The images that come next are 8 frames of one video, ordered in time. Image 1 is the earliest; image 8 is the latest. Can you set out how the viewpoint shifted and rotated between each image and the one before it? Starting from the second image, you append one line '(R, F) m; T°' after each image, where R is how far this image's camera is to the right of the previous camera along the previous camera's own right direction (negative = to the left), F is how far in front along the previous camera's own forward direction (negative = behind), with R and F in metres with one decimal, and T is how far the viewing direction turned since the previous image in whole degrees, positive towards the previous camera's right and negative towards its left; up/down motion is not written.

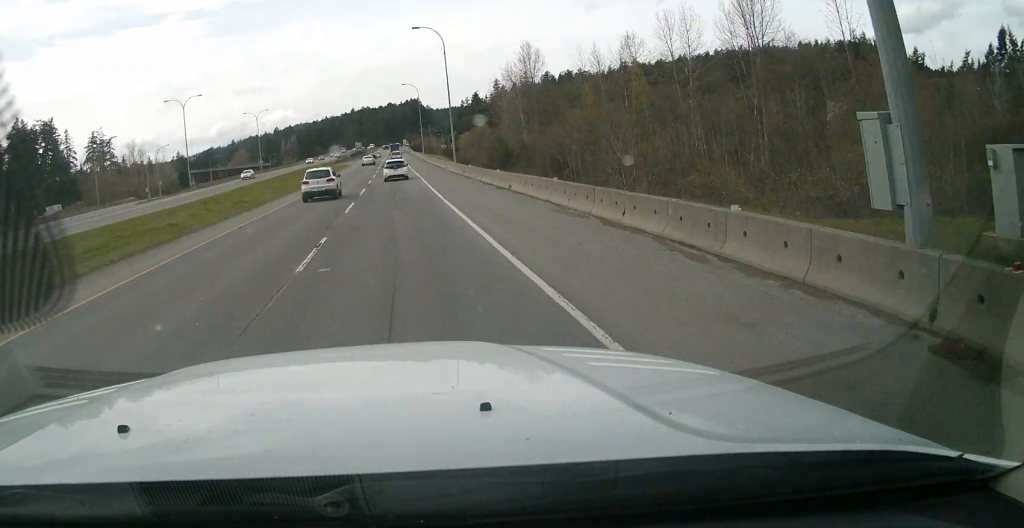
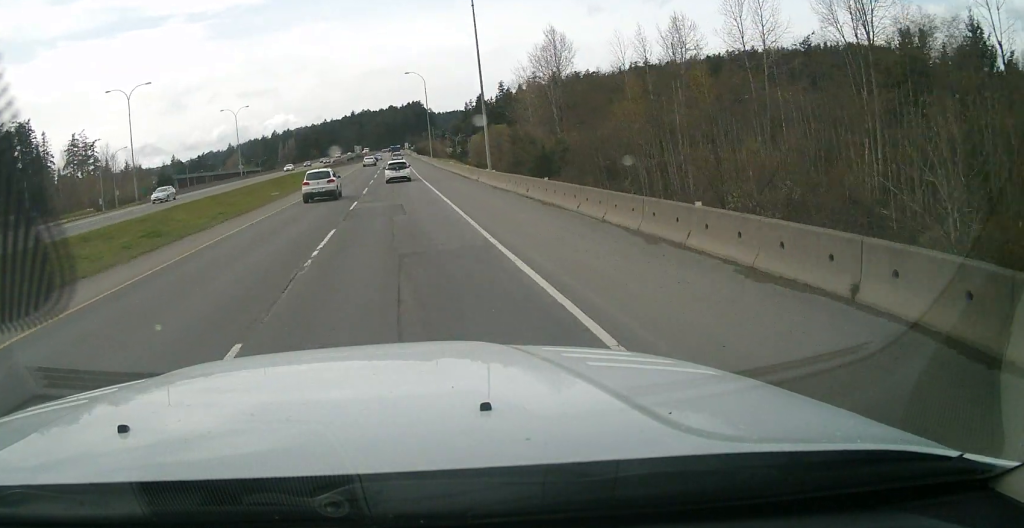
(-0.1, +24.0) m; 0°
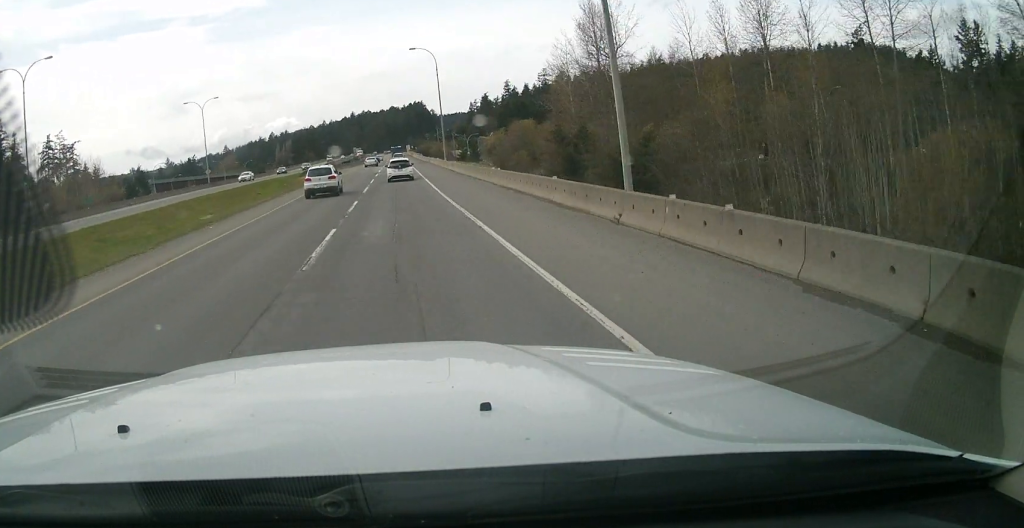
(+0.2, +28.1) m; 0°
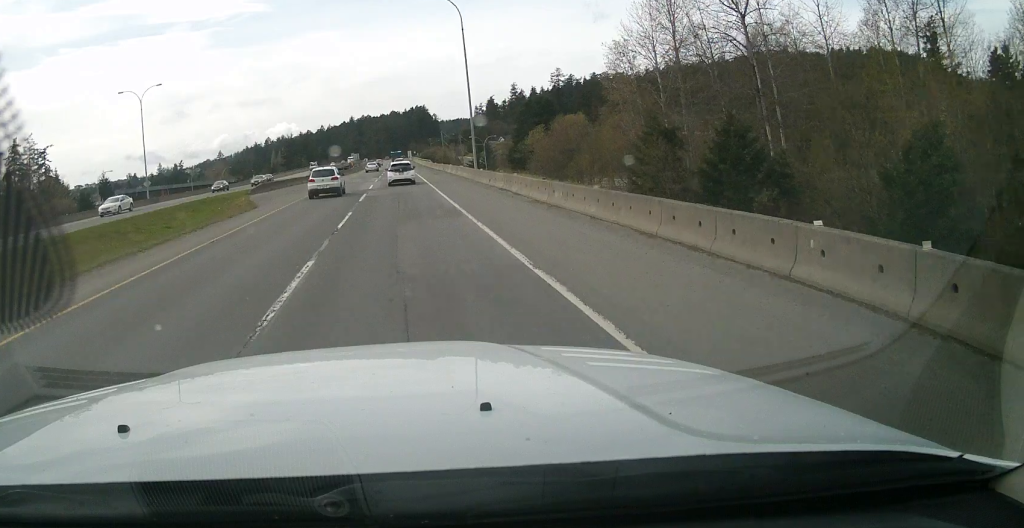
(0.0, +32.6) m; -1°
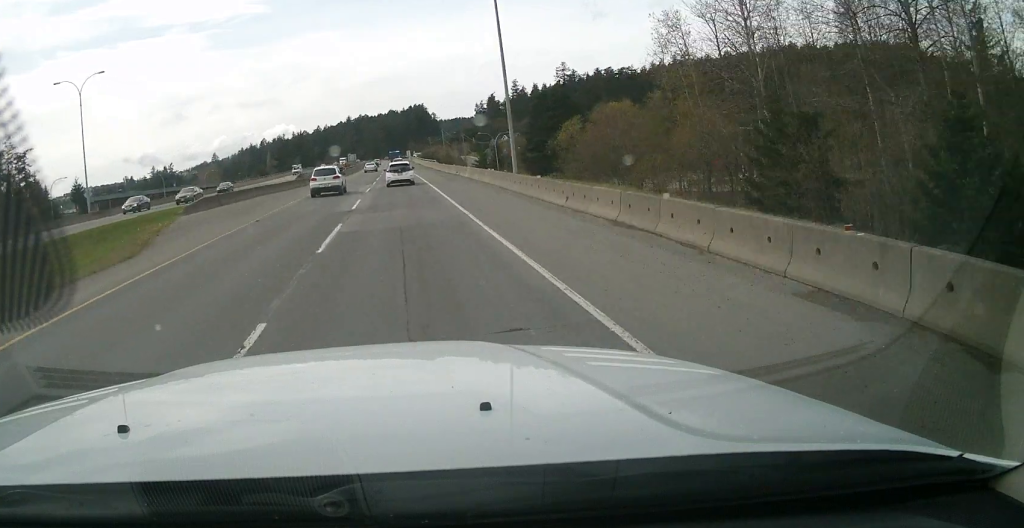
(-0.2, +18.2) m; 0°
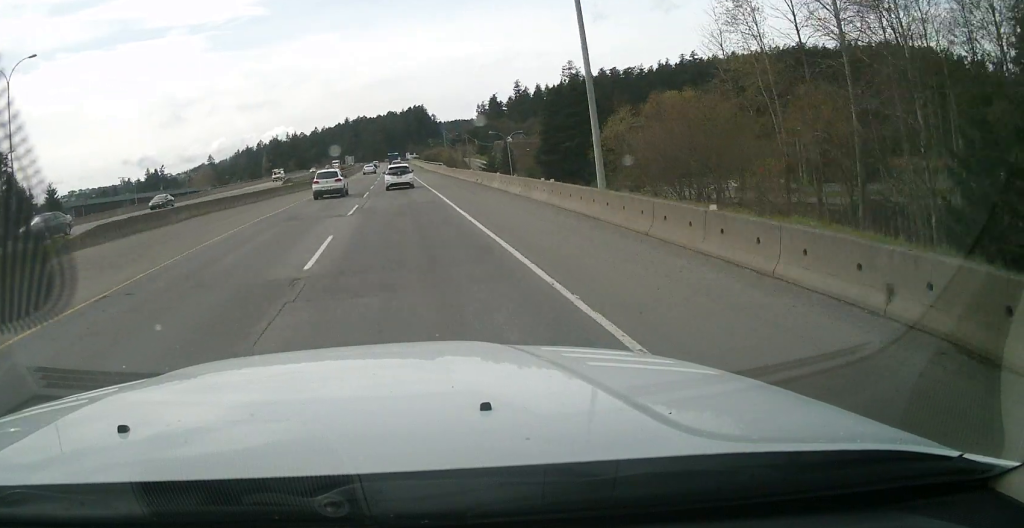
(0.0, +14.2) m; 0°
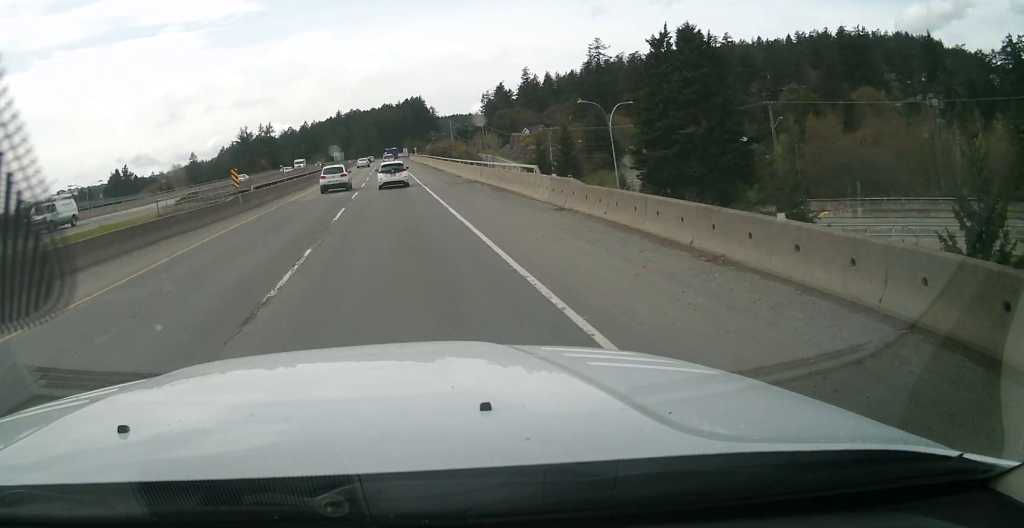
(+0.4, +53.6) m; 0°
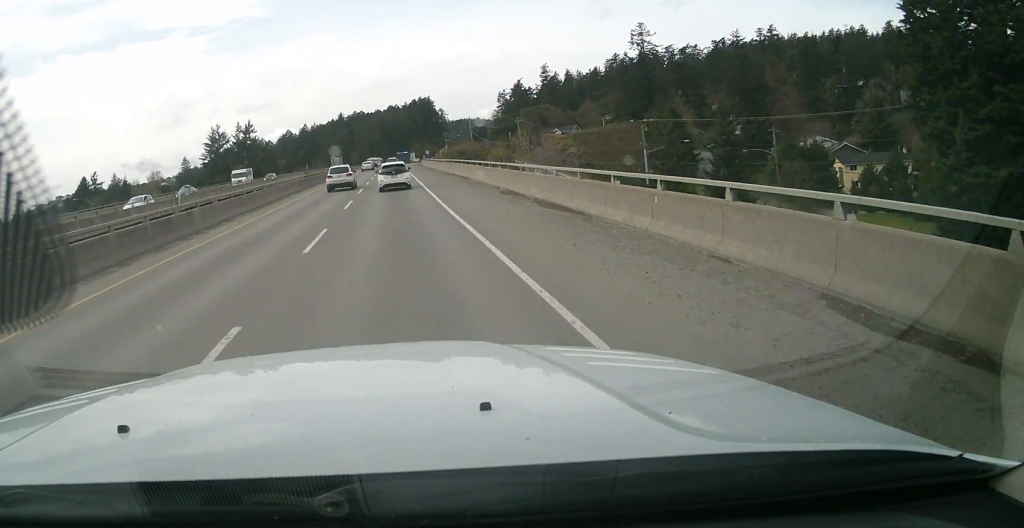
(-0.3, +46.6) m; -1°
